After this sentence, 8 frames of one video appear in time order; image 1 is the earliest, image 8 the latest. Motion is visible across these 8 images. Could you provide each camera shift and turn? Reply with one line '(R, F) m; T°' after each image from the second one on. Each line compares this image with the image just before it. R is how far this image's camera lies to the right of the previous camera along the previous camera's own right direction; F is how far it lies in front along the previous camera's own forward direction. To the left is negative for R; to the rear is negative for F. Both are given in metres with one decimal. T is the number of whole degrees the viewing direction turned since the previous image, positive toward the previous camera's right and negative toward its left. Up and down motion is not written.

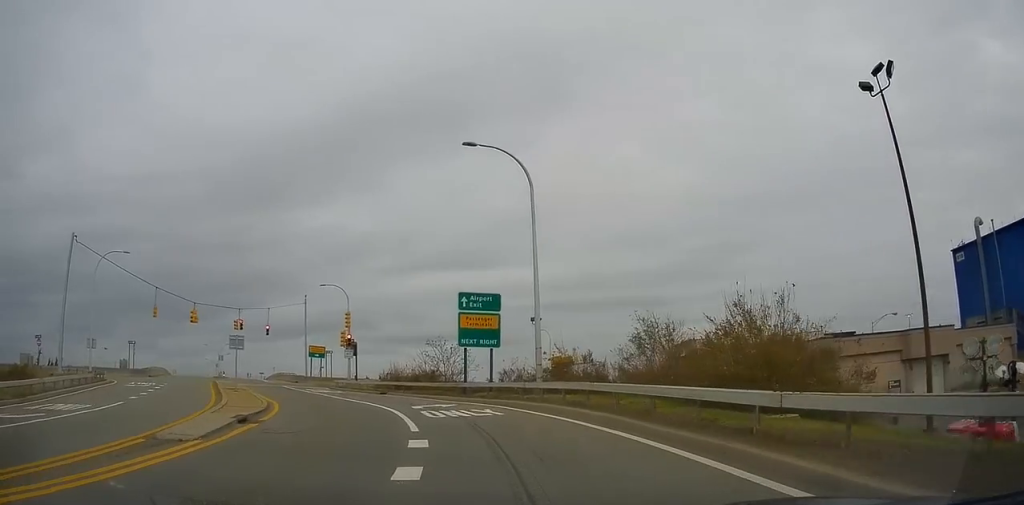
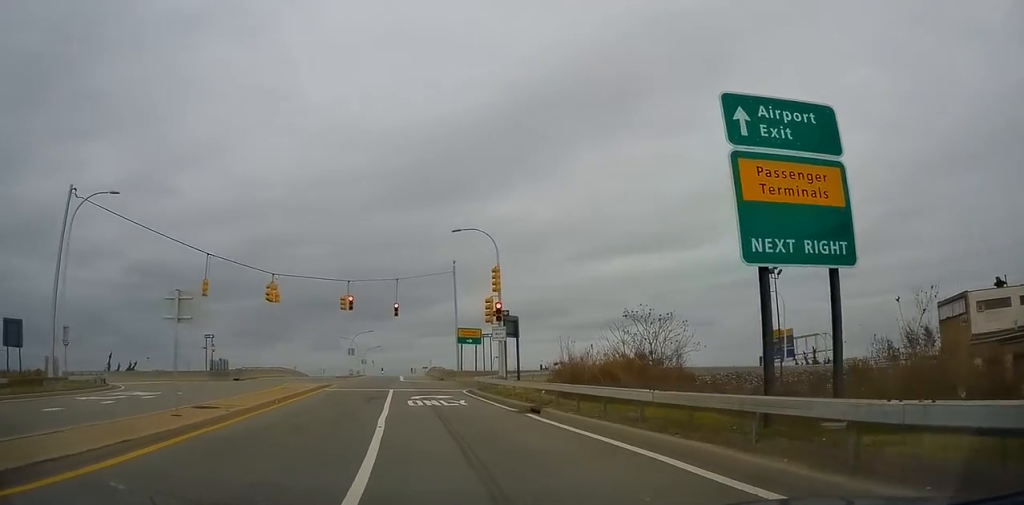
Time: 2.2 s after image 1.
(-4.2, +18.8) m; -19°
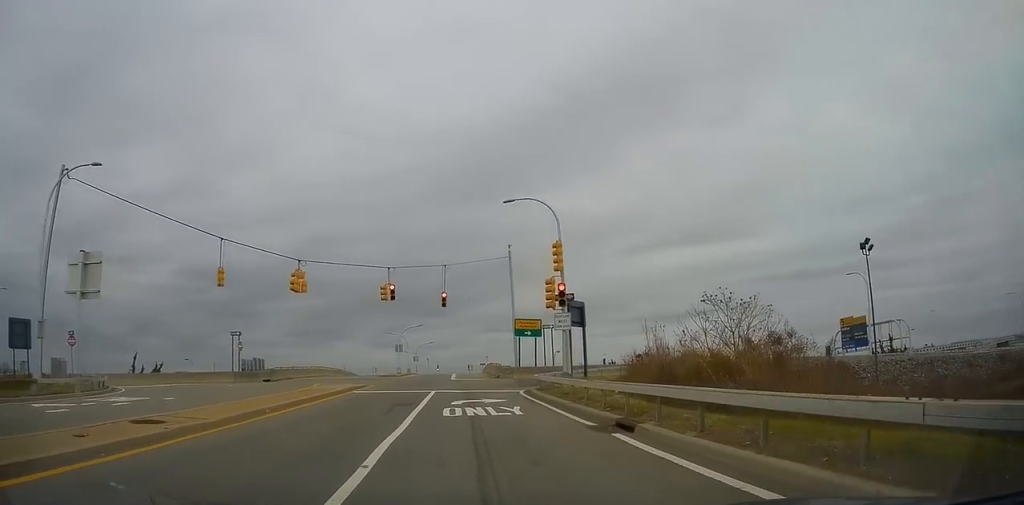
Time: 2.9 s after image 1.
(-0.1, +6.3) m; -3°
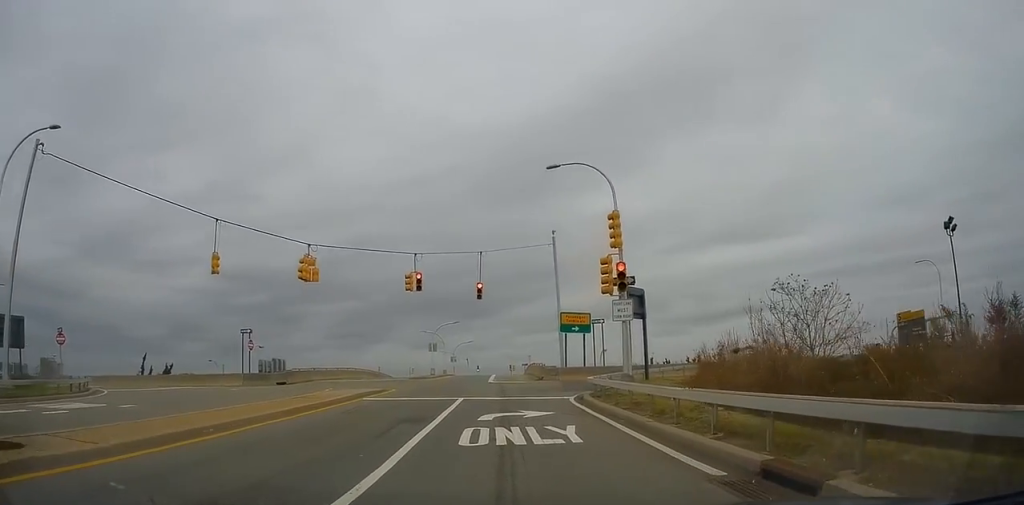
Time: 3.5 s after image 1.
(+0.4, +6.2) m; -5°
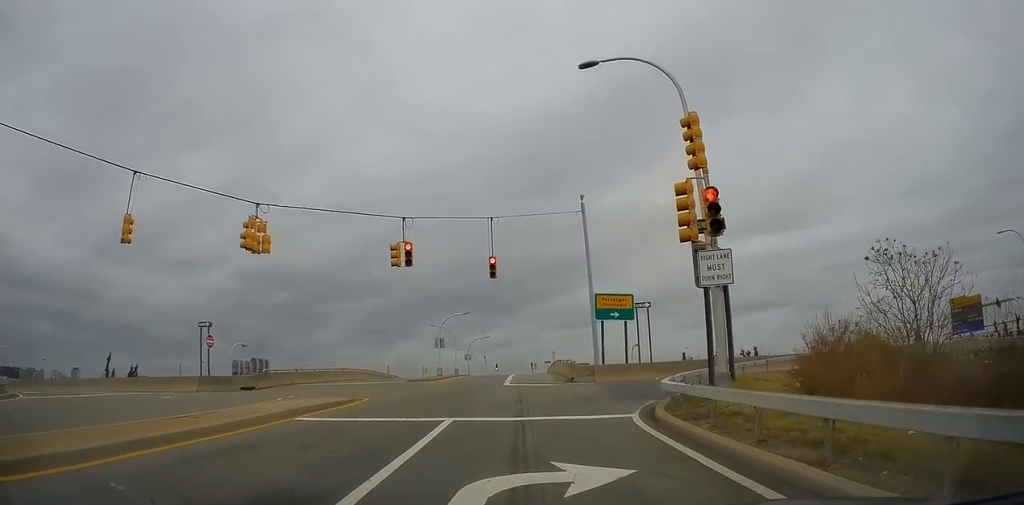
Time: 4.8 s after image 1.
(-1.8, +10.8) m; -12°
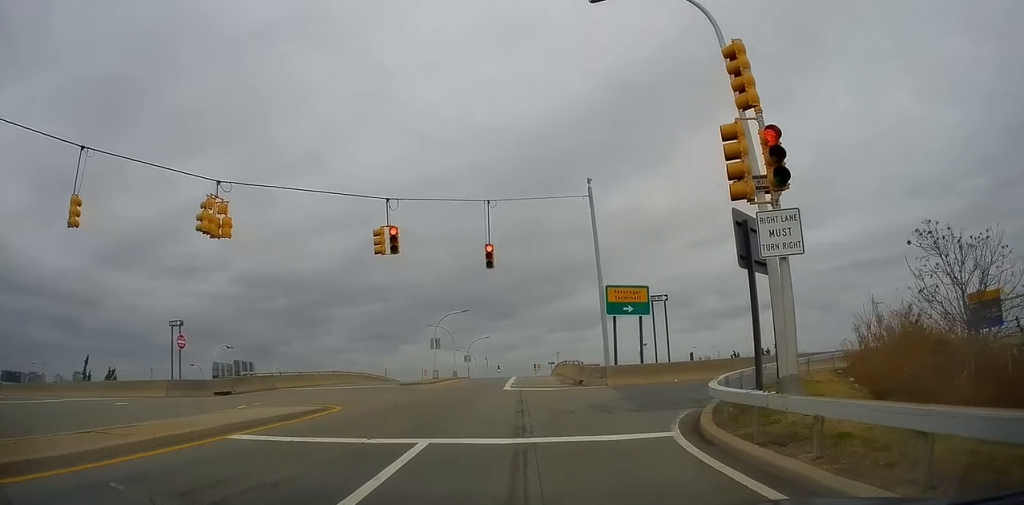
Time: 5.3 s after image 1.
(+0.1, +5.0) m; -4°
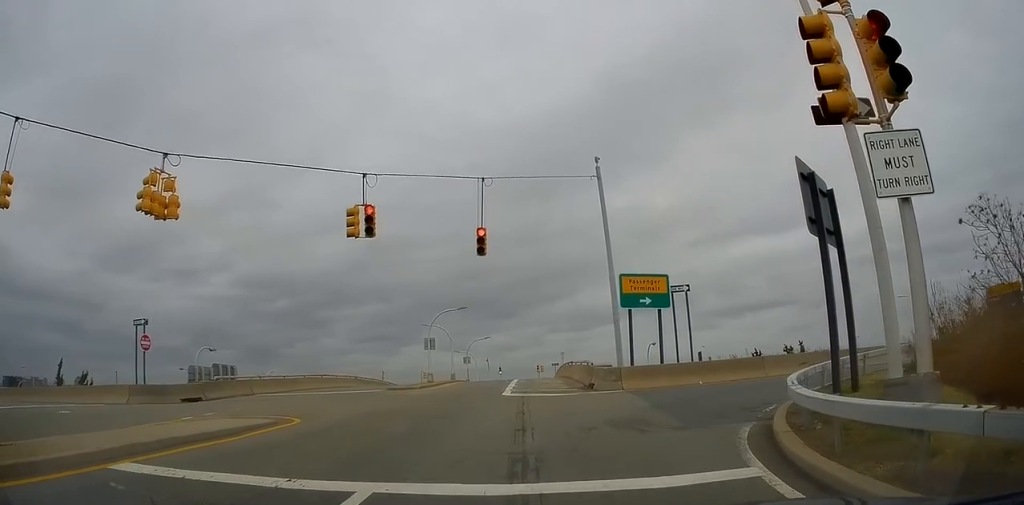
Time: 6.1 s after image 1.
(-0.5, +5.5) m; -4°
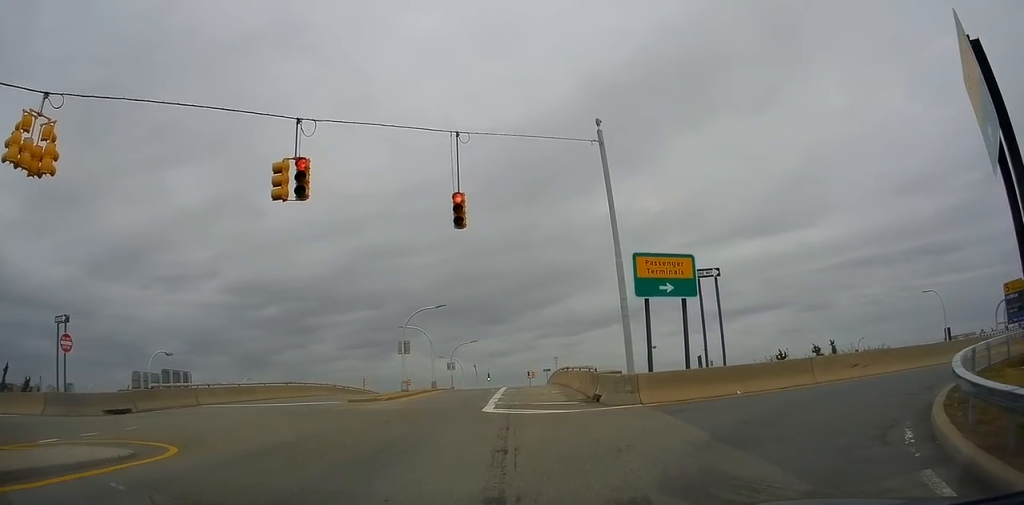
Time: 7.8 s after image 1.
(+0.1, +10.3) m; +8°
